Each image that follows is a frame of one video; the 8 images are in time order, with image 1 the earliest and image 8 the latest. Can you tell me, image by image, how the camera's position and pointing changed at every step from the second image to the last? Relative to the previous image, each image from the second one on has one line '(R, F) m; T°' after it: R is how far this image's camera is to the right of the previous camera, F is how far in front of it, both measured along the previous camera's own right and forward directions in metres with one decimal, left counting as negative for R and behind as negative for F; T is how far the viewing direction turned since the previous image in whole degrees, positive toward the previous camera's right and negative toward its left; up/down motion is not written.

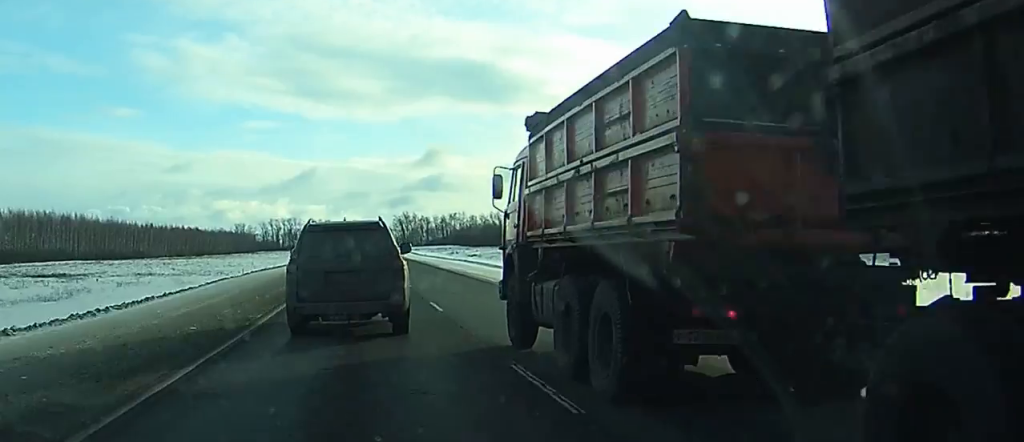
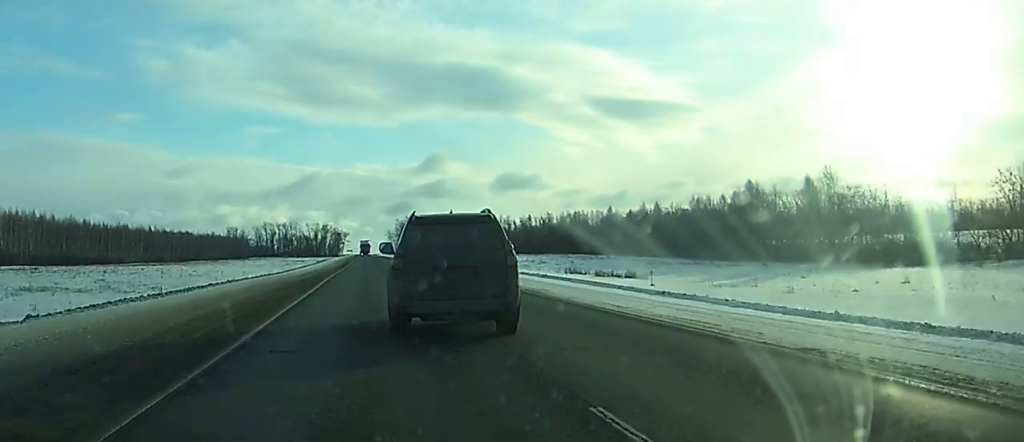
(-0.1, +38.7) m; 0°
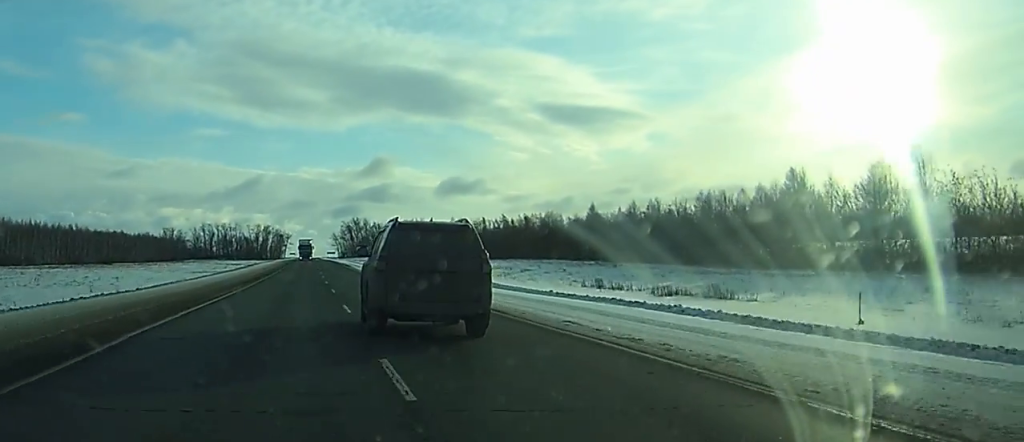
(+0.4, +32.9) m; +2°
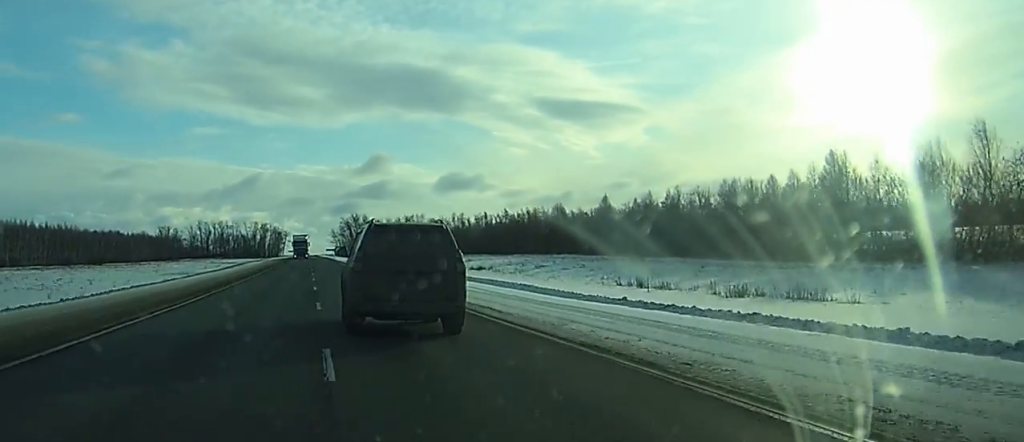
(+0.1, +11.0) m; +1°
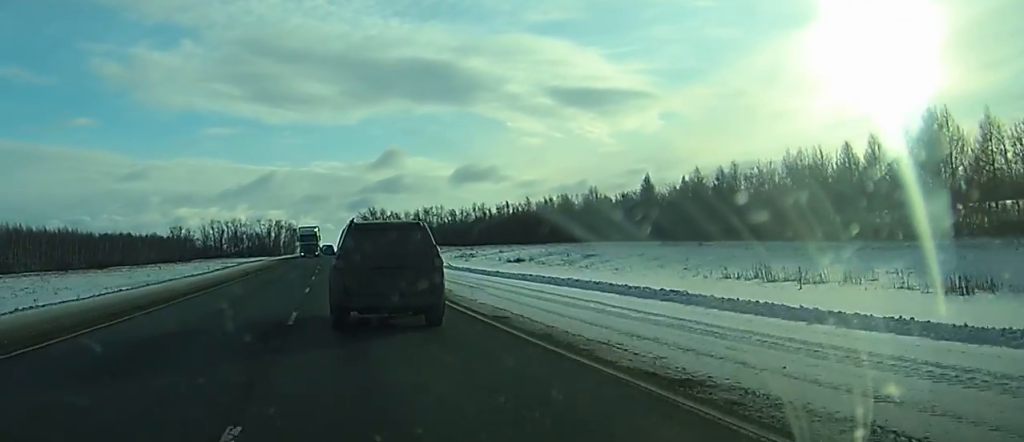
(+0.1, +17.5) m; 0°
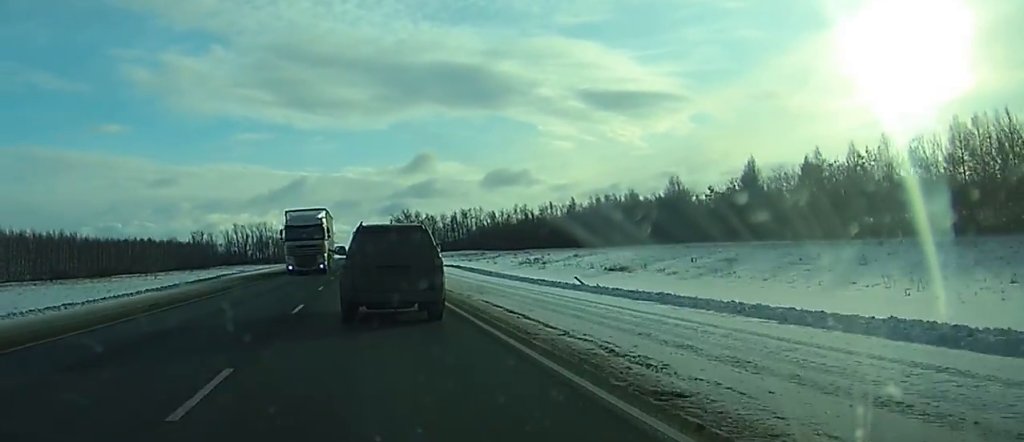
(0.0, +33.2) m; -1°
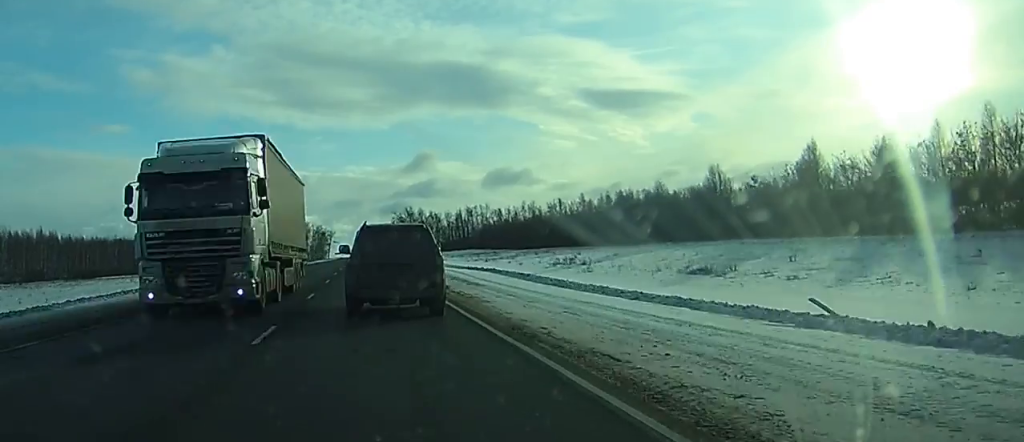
(-0.1, +18.5) m; -1°
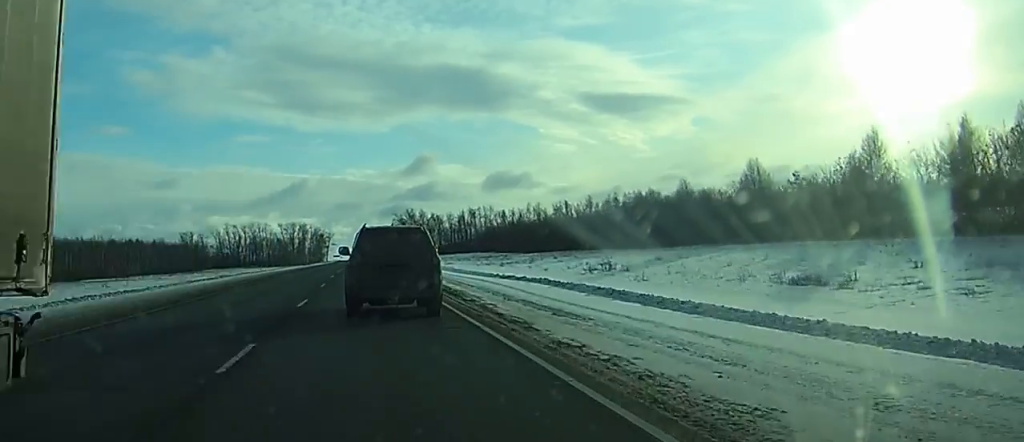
(0.0, +14.8) m; 0°
